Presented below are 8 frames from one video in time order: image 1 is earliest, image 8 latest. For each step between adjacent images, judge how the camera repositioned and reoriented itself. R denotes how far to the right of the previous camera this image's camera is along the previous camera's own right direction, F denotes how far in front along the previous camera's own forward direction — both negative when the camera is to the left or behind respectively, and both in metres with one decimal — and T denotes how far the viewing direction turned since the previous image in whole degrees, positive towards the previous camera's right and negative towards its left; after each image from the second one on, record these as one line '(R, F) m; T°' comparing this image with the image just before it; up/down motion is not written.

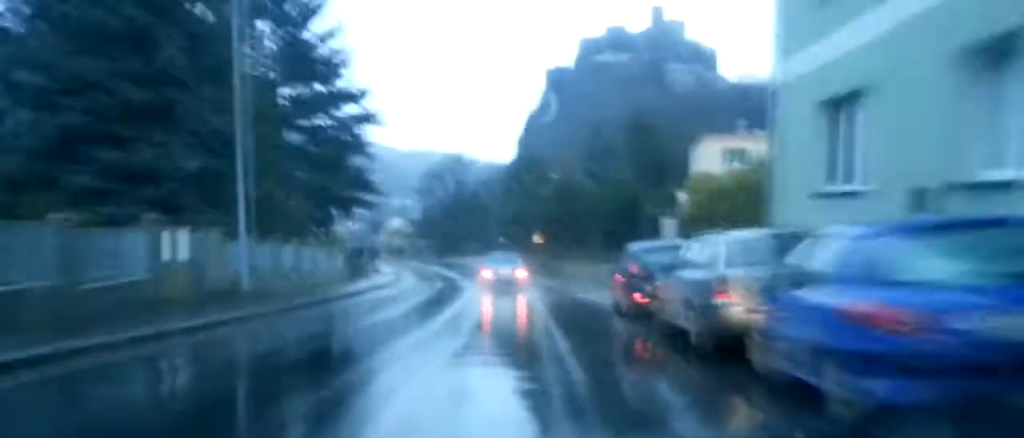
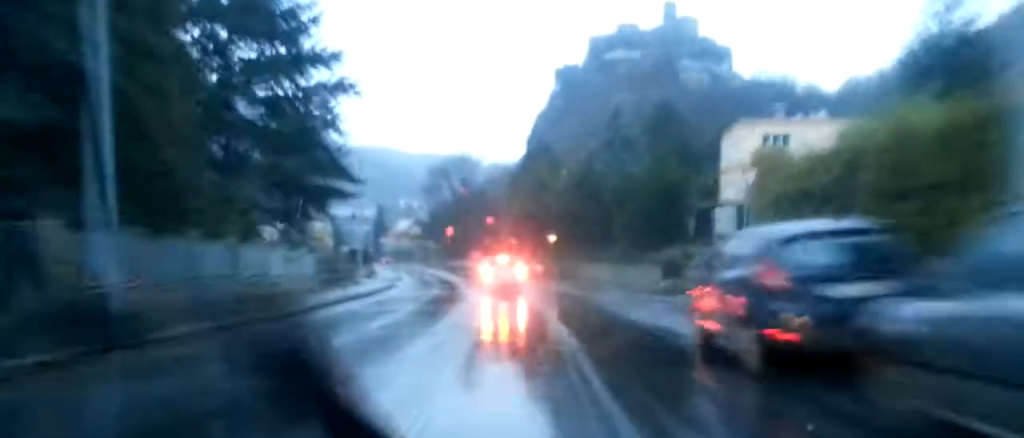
(0.0, +7.5) m; -1°
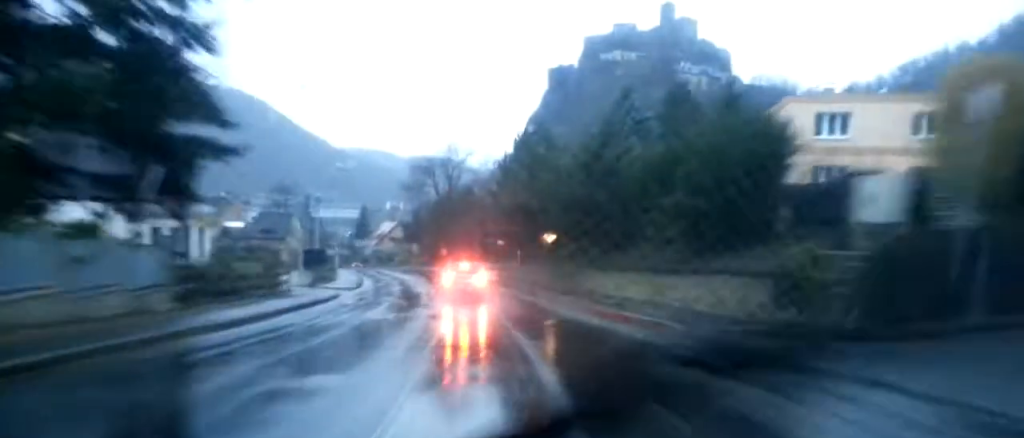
(-0.2, +12.3) m; -3°
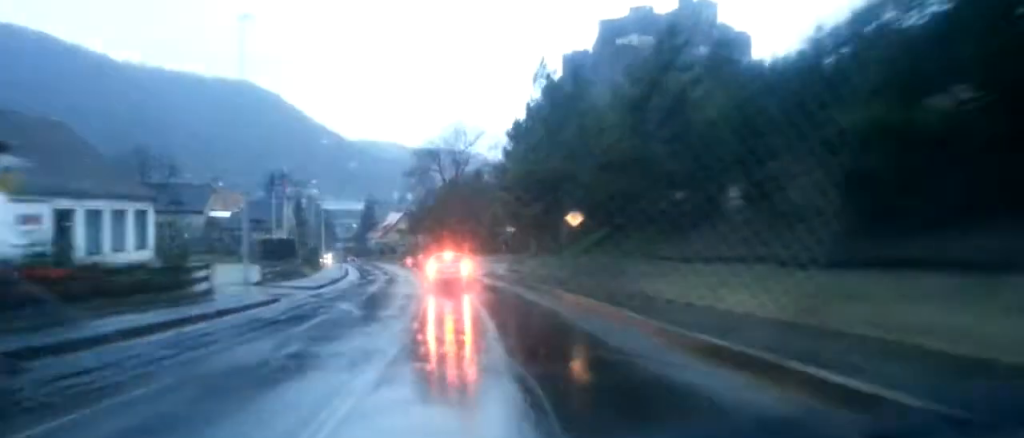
(-0.4, +10.6) m; -2°
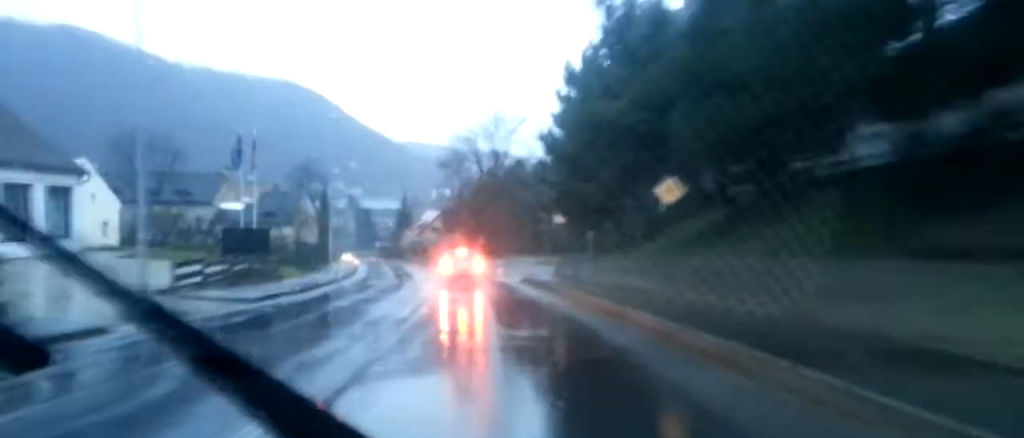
(-0.1, +12.3) m; -1°
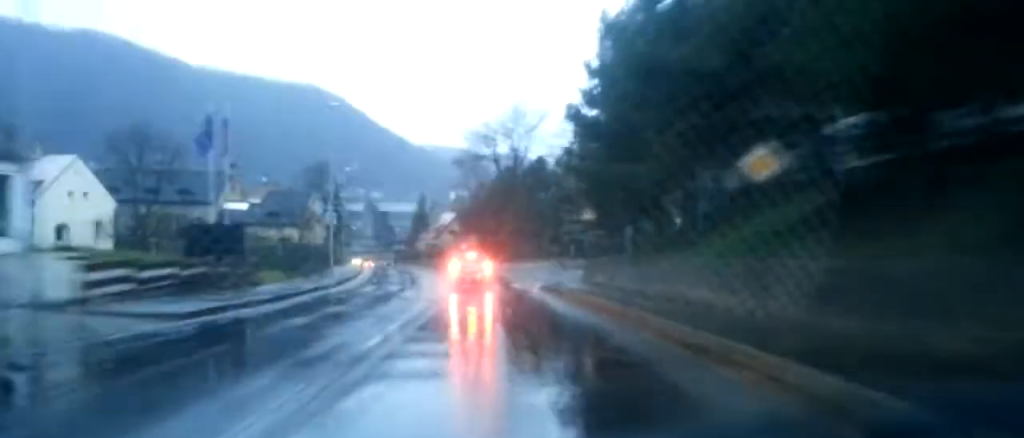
(+0.1, +5.6) m; -1°
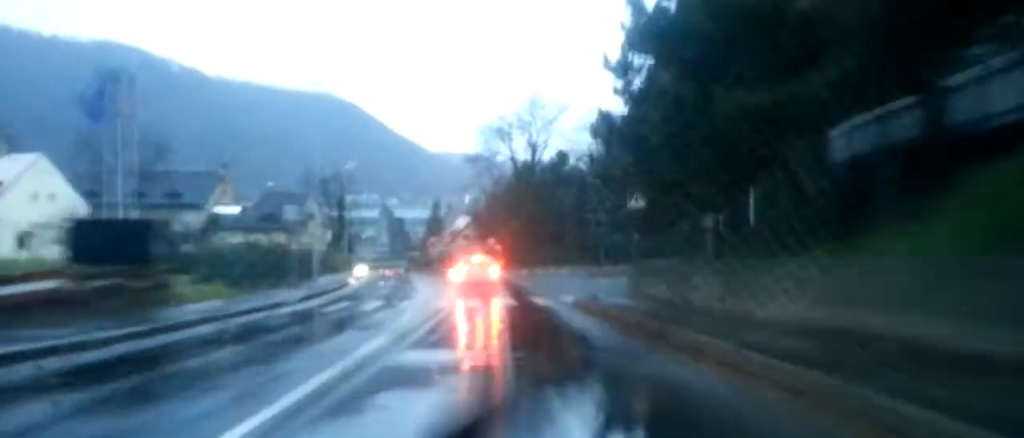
(-0.2, +8.3) m; -2°
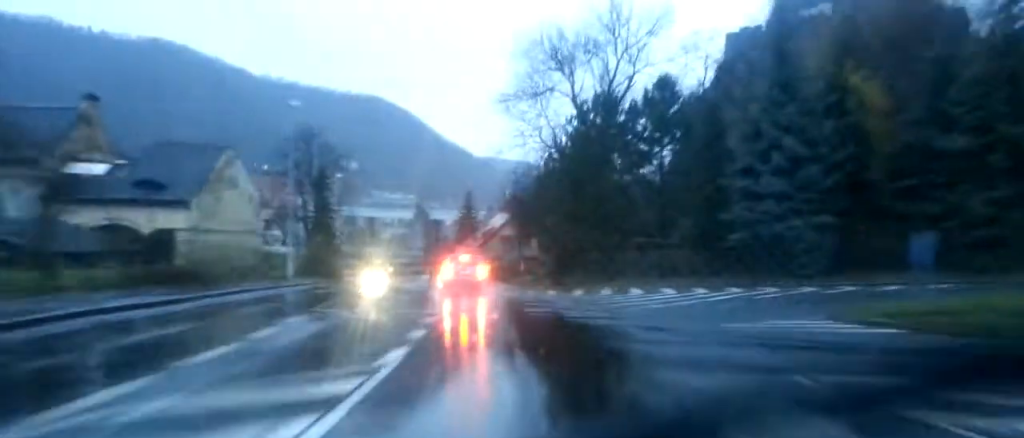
(-1.8, +33.4) m; -7°
